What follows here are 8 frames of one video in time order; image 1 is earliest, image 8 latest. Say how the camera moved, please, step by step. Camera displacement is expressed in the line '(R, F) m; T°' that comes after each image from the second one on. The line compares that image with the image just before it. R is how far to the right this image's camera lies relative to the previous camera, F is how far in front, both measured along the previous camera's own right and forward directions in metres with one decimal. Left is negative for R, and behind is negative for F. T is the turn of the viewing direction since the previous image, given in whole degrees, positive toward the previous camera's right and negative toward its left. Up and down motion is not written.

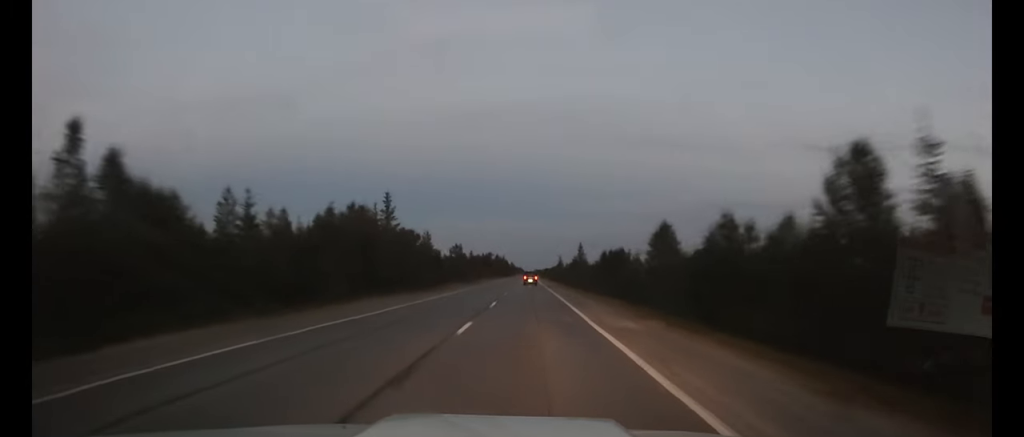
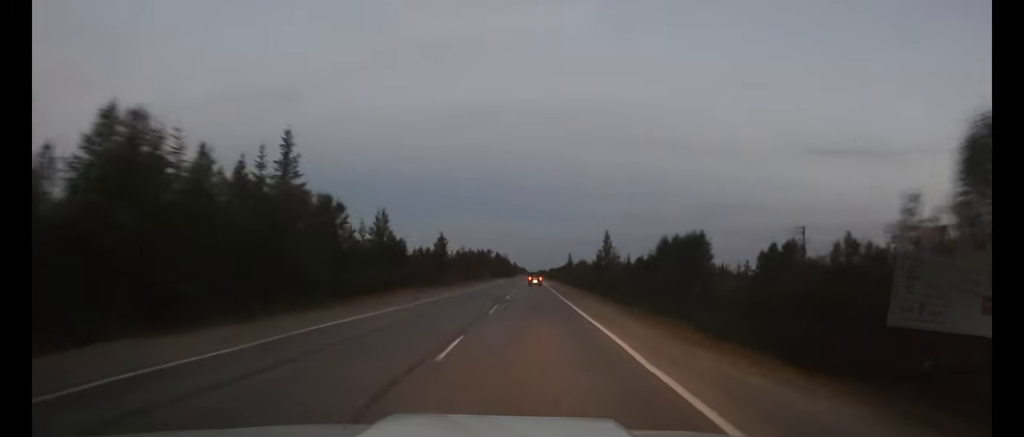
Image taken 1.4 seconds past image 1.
(-0.1, +27.9) m; 0°
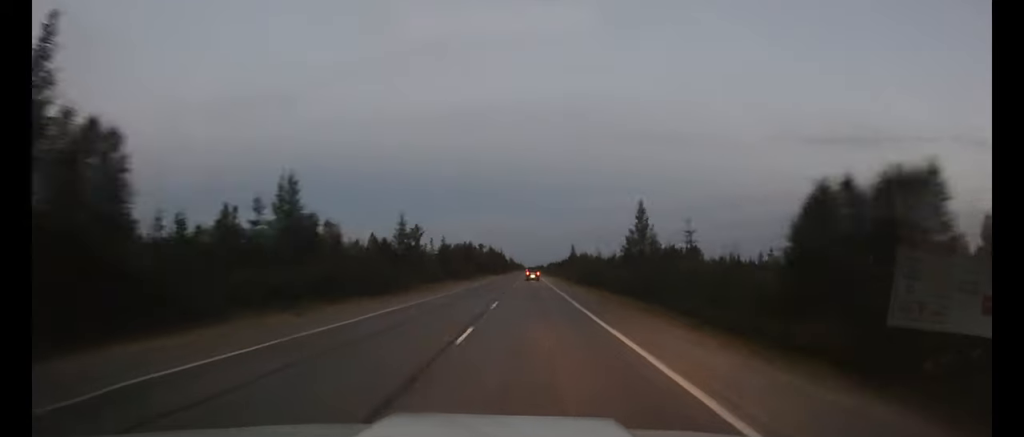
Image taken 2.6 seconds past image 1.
(0.0, +22.0) m; 0°
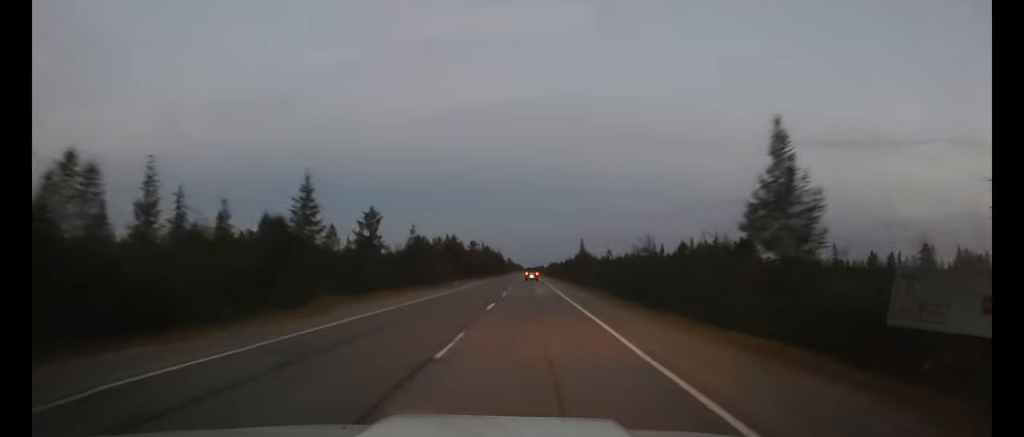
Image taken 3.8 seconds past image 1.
(0.0, +24.8) m; 0°
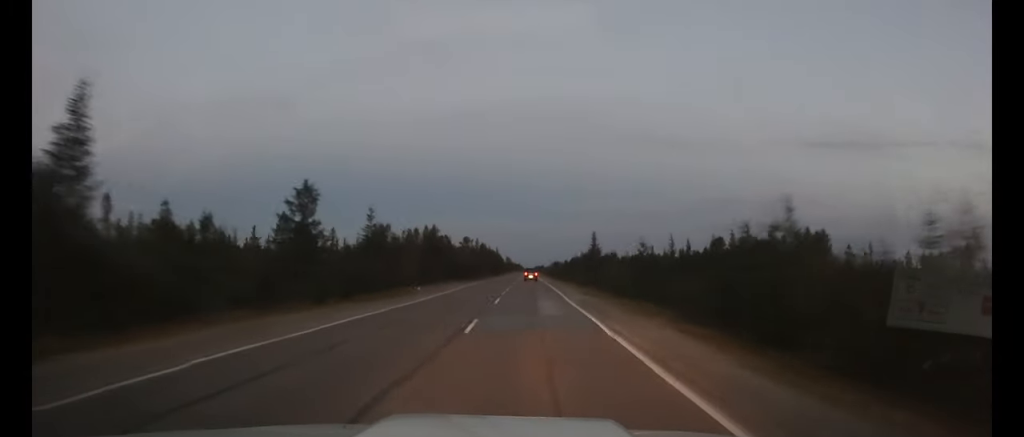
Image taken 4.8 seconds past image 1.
(0.0, +19.8) m; 0°
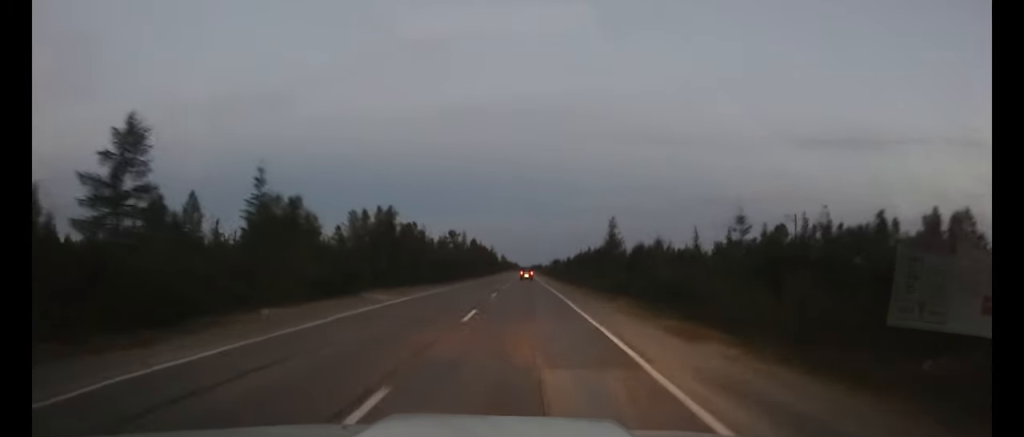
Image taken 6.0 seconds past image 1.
(0.0, +22.5) m; 0°
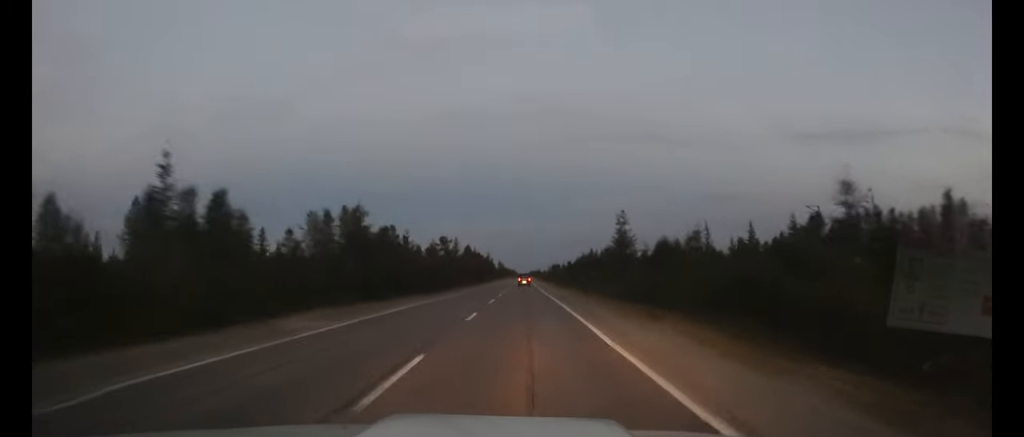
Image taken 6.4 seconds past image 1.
(0.0, +9.3) m; 0°
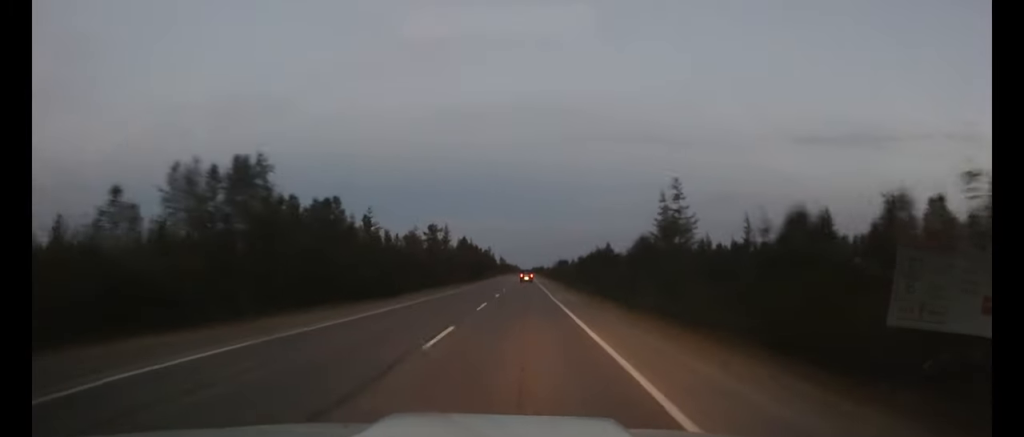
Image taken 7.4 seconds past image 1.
(0.0, +18.6) m; 0°
